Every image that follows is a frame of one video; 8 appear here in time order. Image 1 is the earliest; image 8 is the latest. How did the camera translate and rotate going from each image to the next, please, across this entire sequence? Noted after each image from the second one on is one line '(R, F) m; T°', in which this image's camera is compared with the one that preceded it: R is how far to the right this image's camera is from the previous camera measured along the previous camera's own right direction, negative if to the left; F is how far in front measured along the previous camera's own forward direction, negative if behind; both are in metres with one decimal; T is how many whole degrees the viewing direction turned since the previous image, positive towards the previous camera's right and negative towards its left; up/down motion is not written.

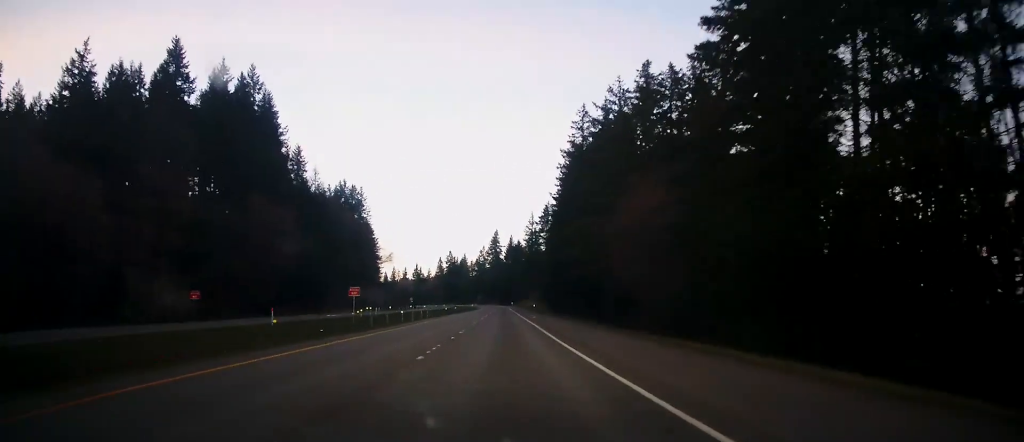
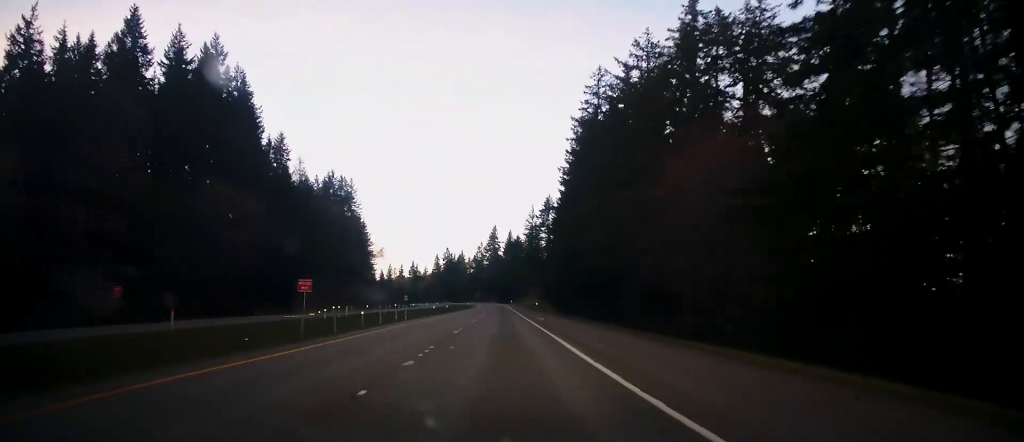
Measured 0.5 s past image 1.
(0.0, +13.6) m; 0°
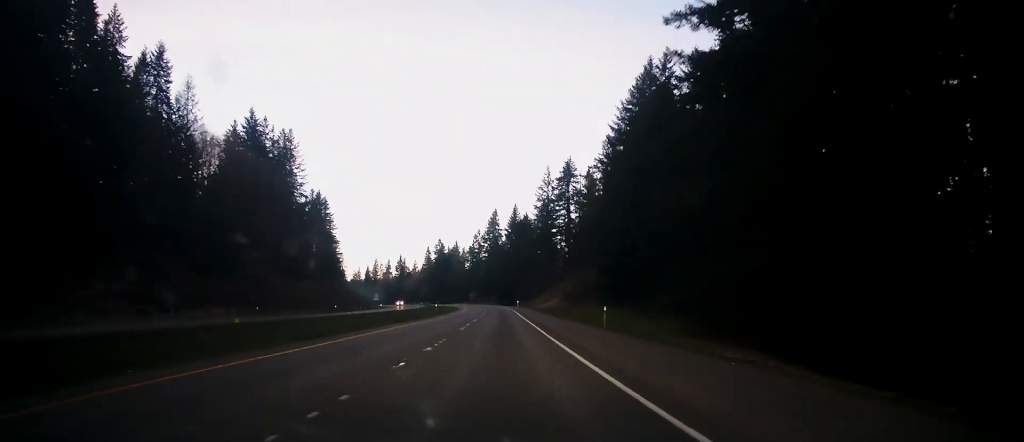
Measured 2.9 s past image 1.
(+0.2, +70.0) m; +1°
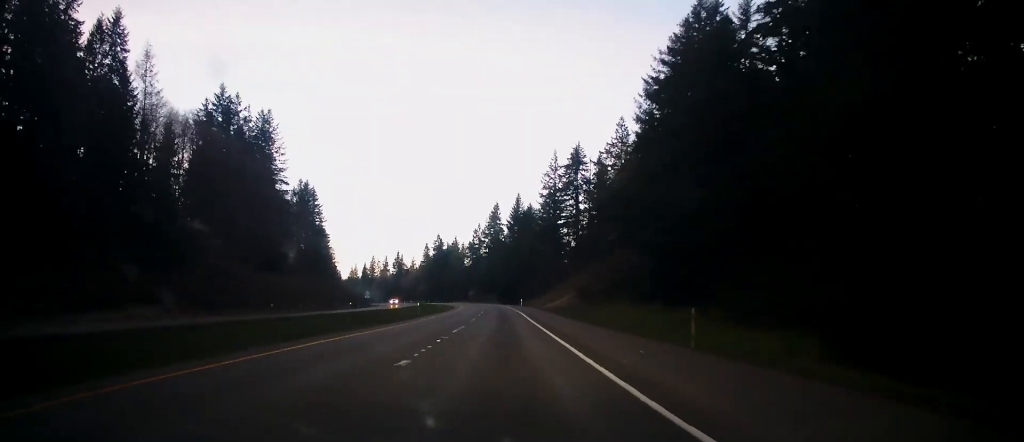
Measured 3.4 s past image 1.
(+0.3, +16.5) m; 0°
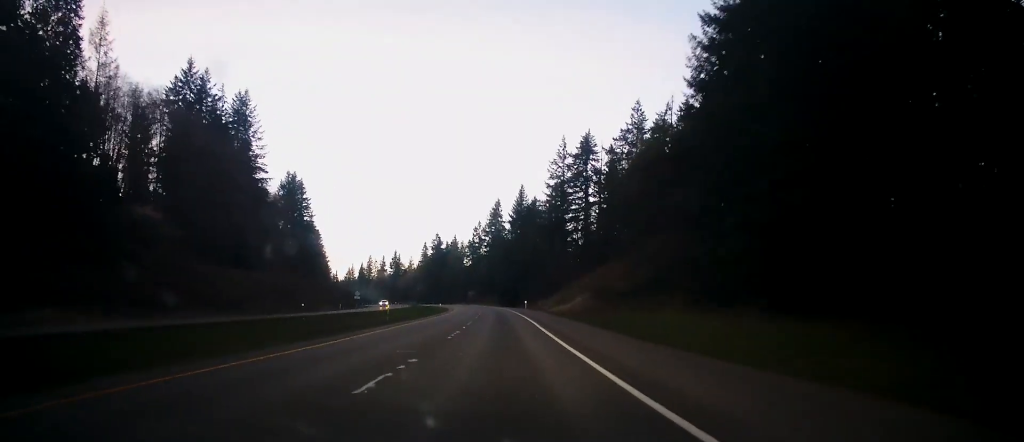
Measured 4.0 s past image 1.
(-0.2, +15.6) m; -1°
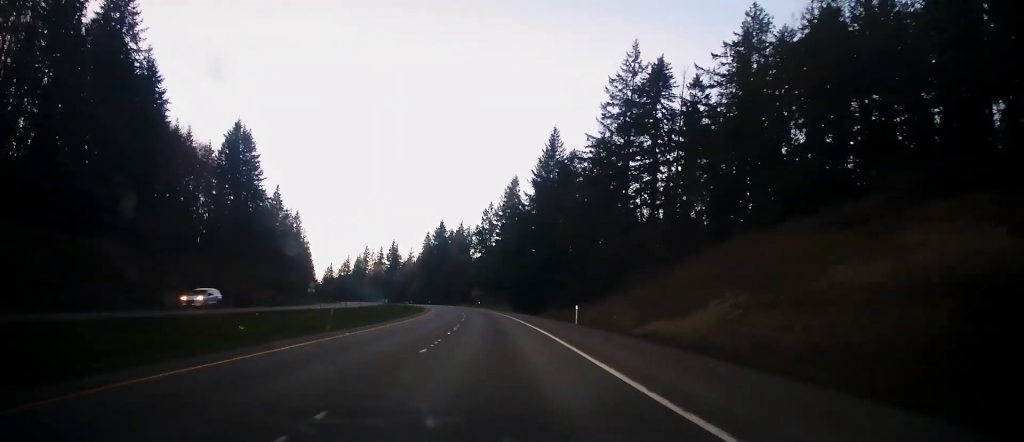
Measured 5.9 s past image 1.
(-1.4, +55.3) m; -3°
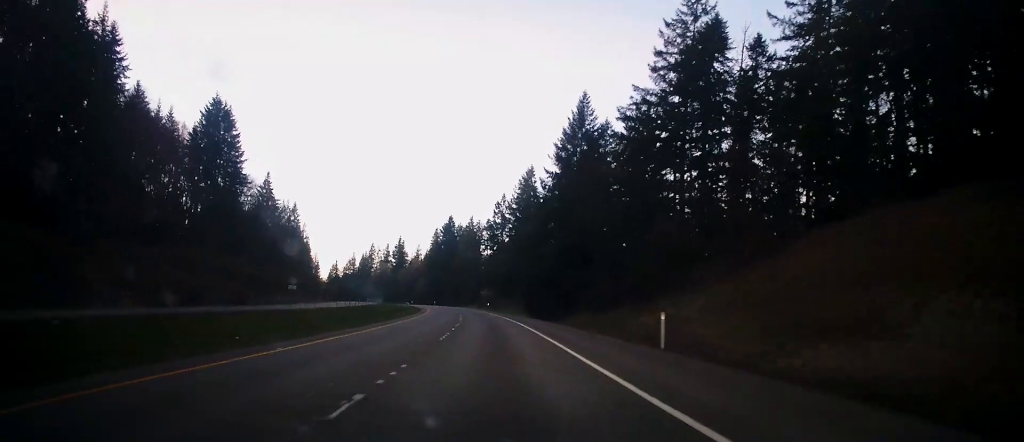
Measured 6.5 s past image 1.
(-0.2, +19.3) m; 0°
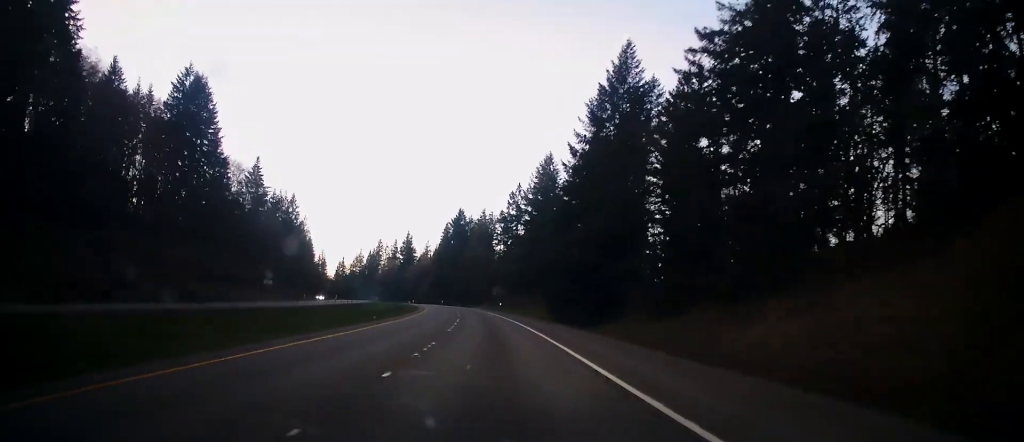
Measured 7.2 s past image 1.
(+0.2, +18.3) m; 0°
